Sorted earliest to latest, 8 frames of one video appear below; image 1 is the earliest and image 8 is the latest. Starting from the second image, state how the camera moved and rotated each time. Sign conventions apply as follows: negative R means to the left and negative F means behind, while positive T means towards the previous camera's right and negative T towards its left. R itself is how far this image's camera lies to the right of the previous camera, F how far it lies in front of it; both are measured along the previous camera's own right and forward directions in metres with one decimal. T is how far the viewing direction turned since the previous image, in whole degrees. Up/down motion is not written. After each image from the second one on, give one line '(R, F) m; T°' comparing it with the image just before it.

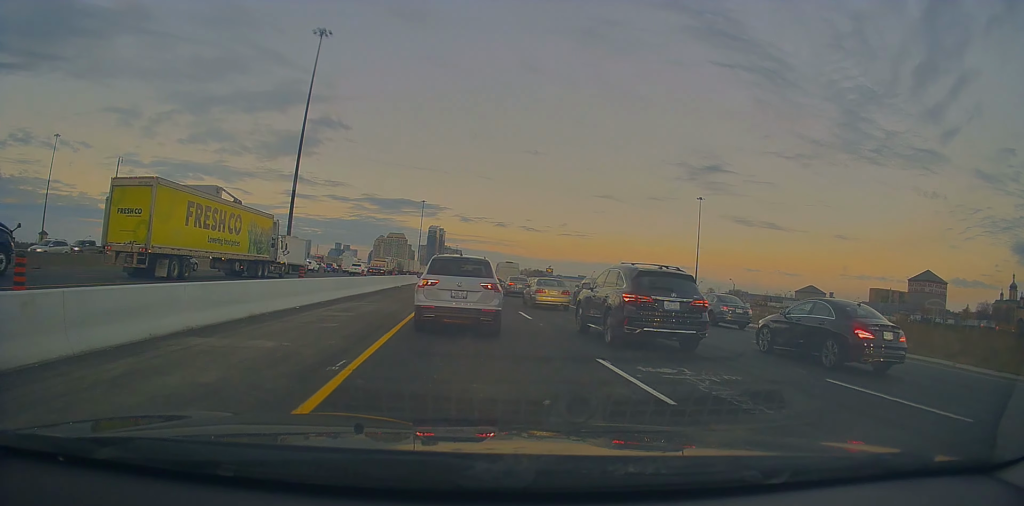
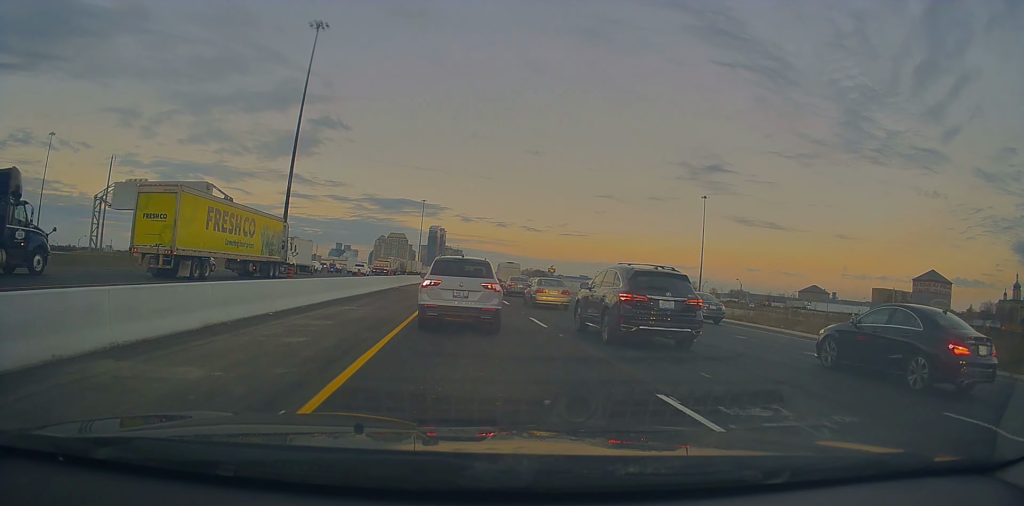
(+0.1, +2.9) m; +3°
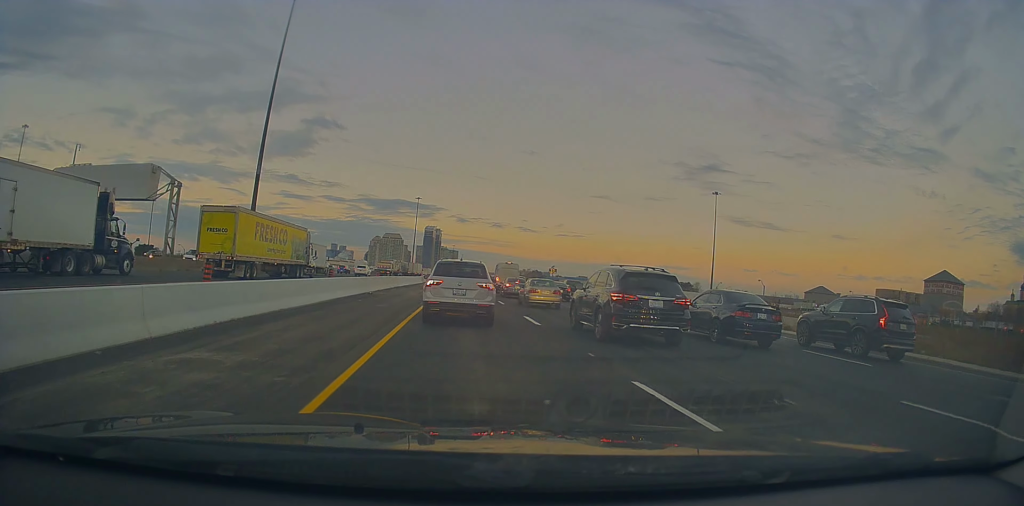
(-0.4, +11.2) m; +1°
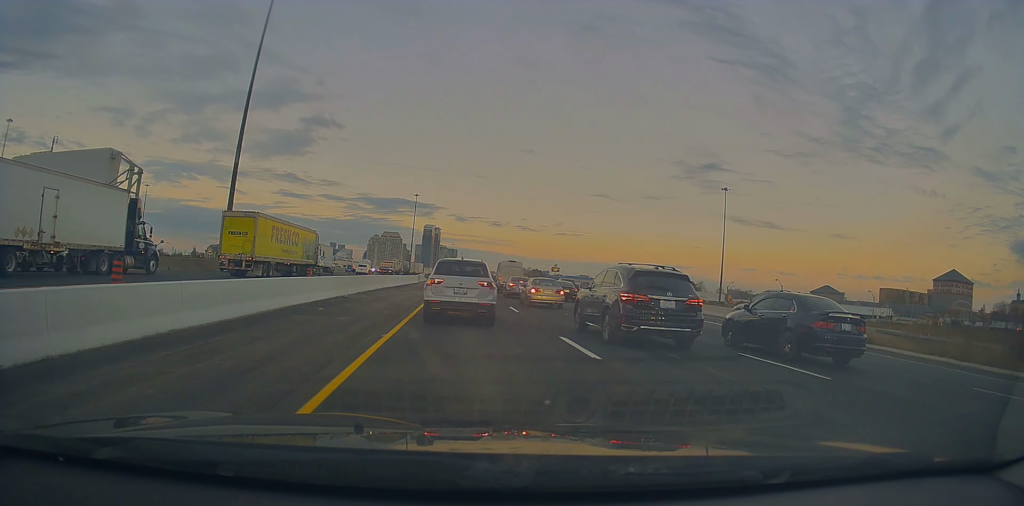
(+0.8, +6.5) m; +2°
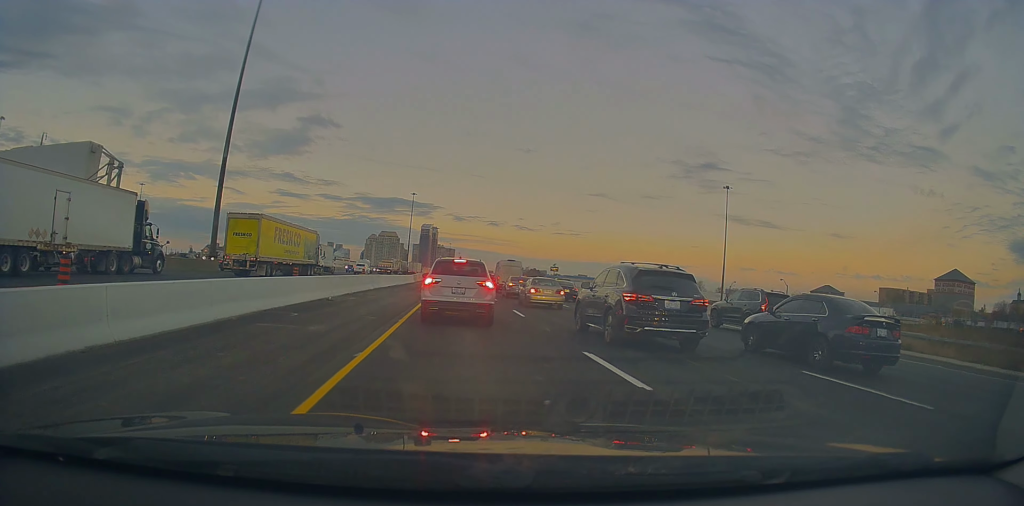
(-0.3, +2.5) m; -2°
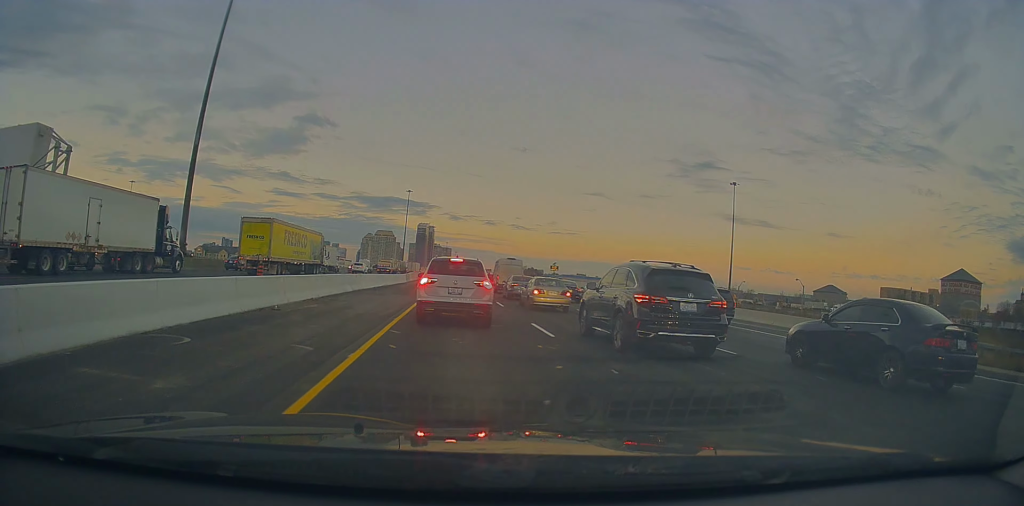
(-0.3, +6.3) m; -2°
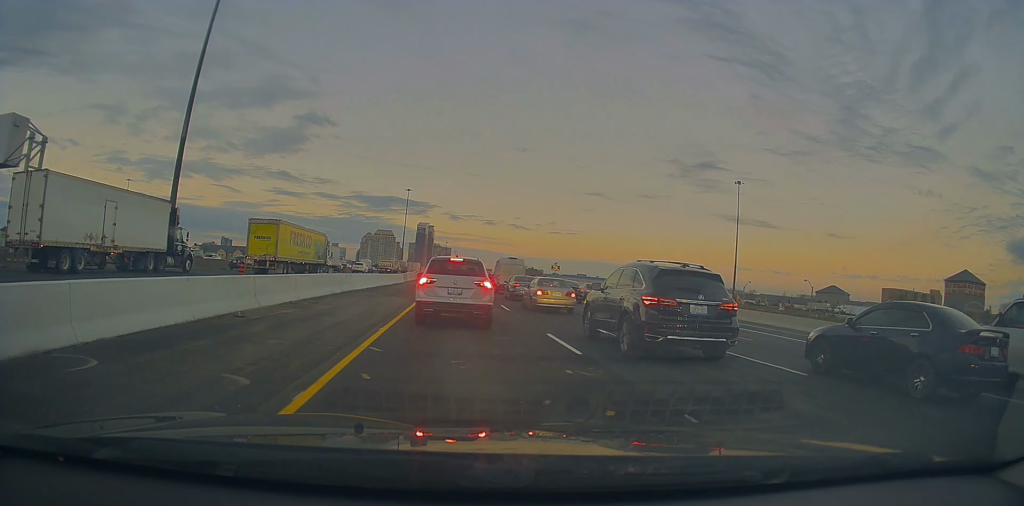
(0.0, +2.8) m; +1°
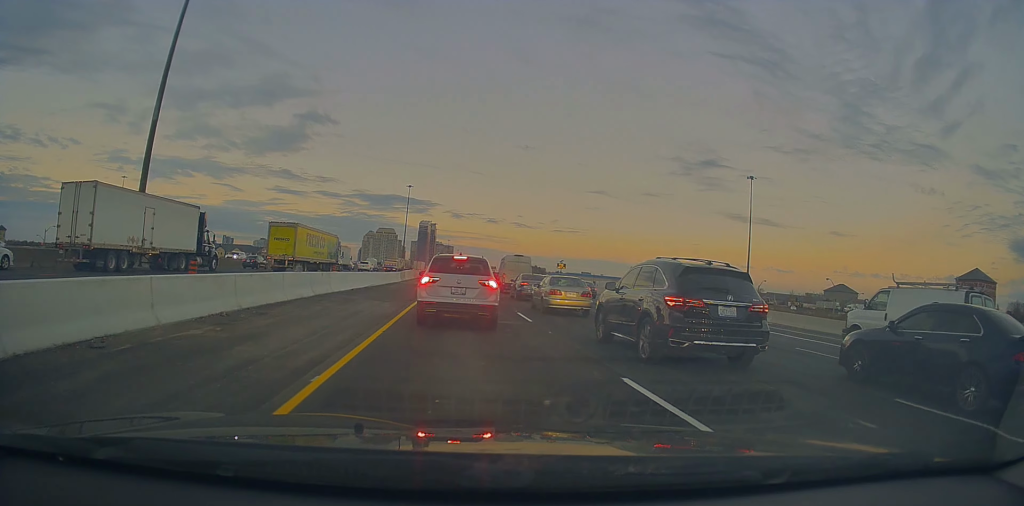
(0.0, +5.8) m; +3°
